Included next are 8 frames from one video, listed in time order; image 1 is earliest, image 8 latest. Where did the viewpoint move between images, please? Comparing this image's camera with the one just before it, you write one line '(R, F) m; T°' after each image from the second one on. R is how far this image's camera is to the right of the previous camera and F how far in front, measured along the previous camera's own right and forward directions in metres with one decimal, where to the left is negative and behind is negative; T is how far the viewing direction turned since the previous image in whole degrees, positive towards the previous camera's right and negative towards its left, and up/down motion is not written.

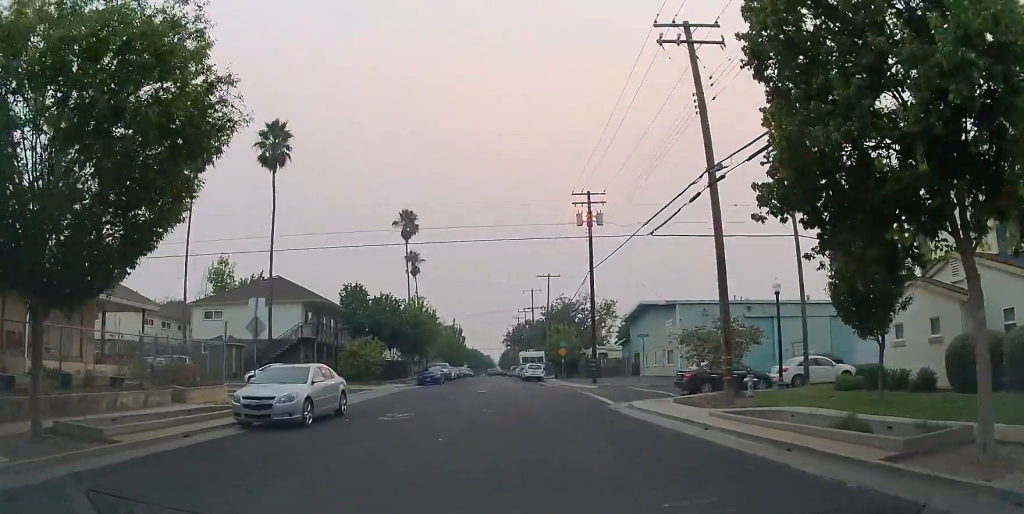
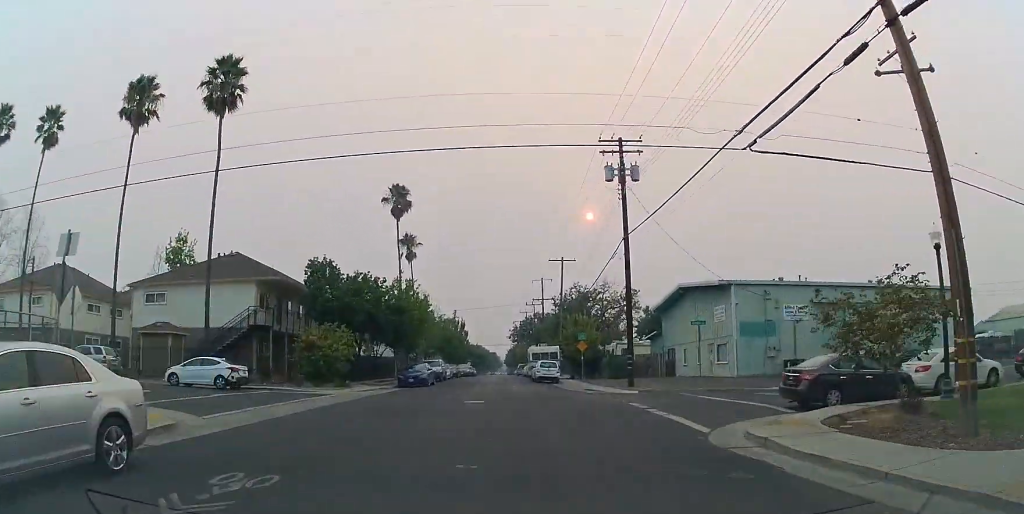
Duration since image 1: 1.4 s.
(-0.6, +10.2) m; -3°
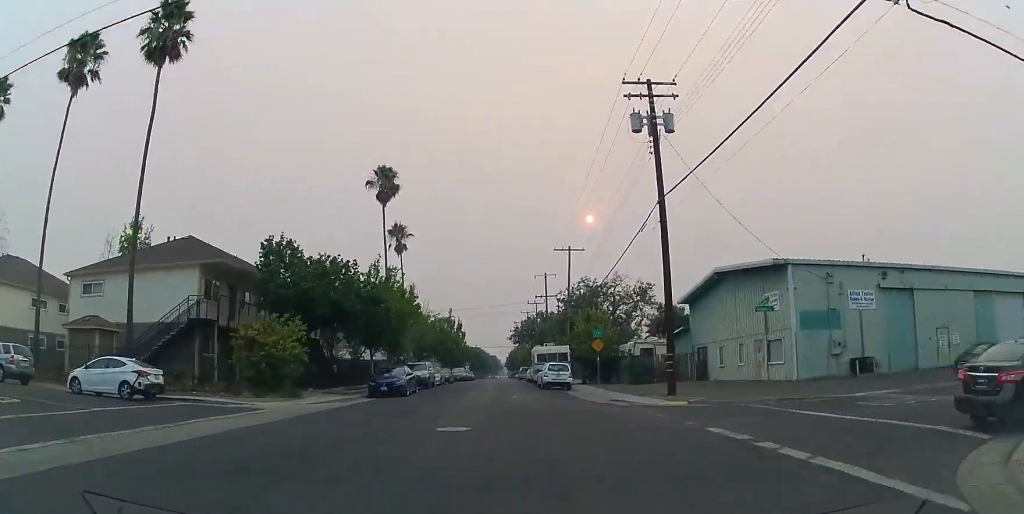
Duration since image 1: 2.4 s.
(0.0, +7.4) m; 0°
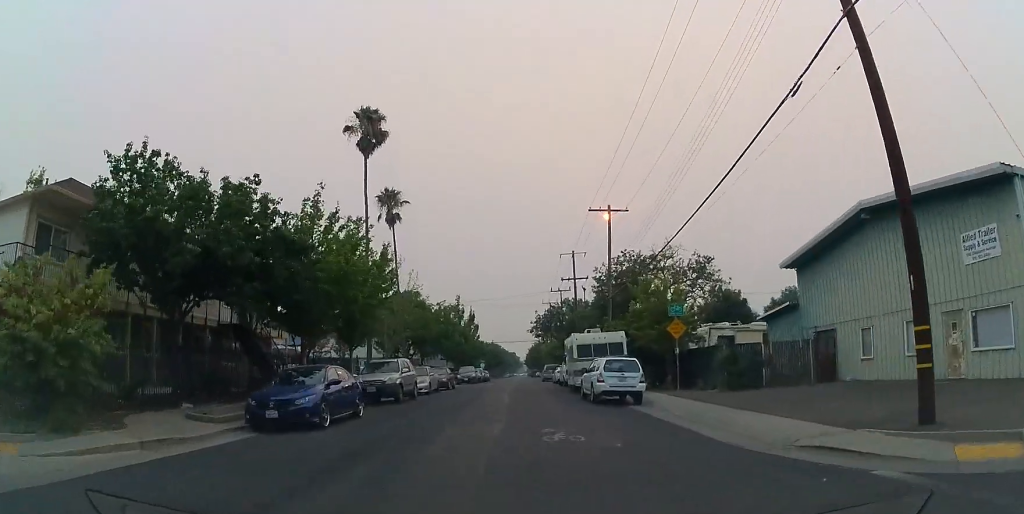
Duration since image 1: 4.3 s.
(0.0, +14.1) m; 0°
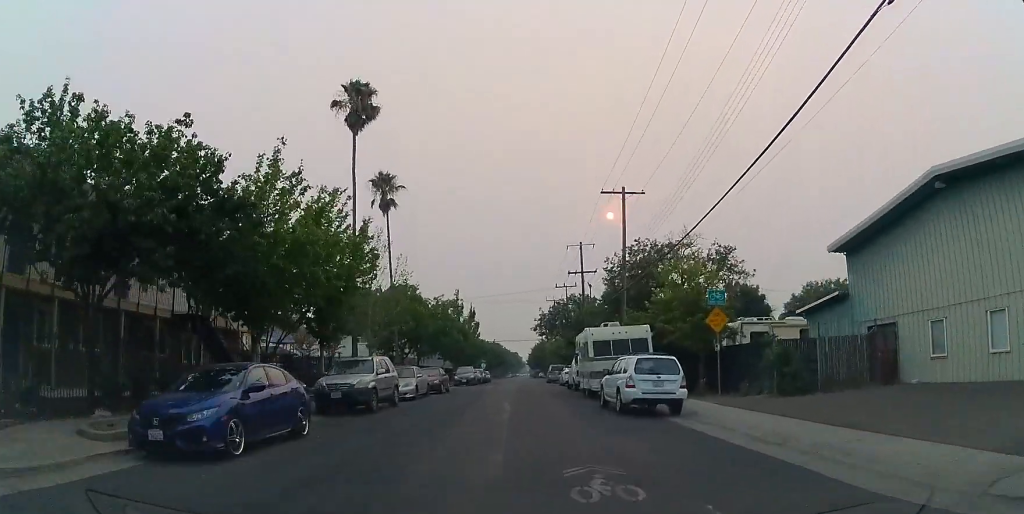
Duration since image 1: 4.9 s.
(0.0, +4.4) m; 0°
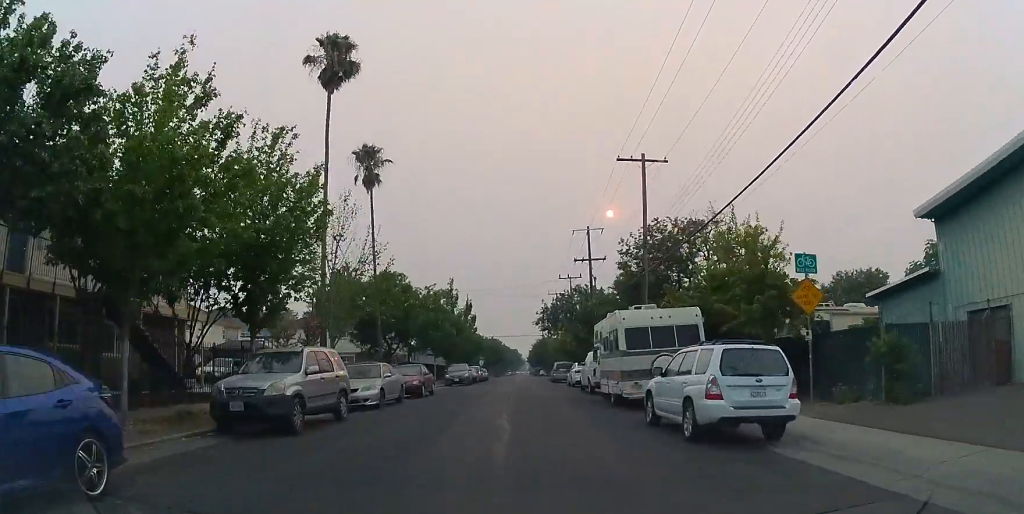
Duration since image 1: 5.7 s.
(0.0, +6.2) m; -4°
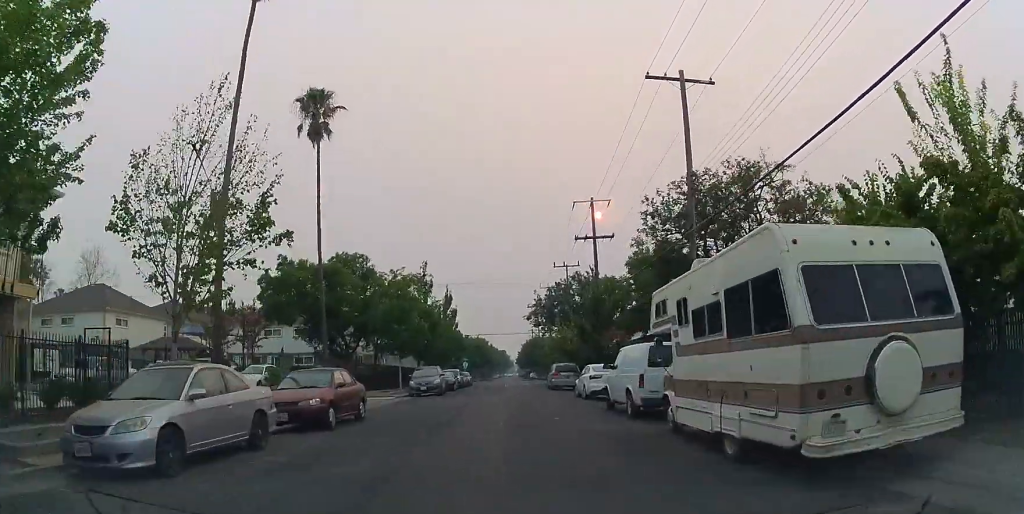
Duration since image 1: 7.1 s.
(-0.4, +10.5) m; +1°
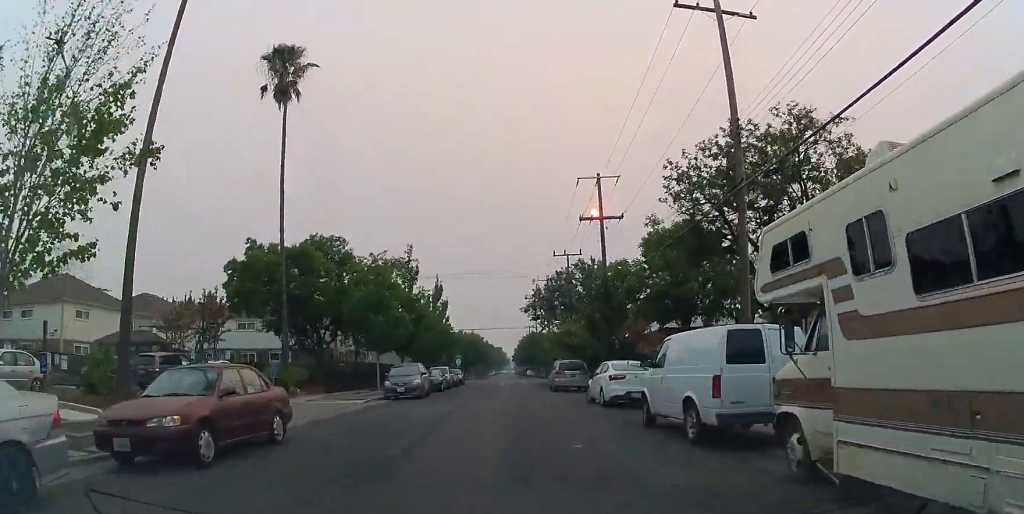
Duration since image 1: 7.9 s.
(+0.3, +5.4) m; +4°
